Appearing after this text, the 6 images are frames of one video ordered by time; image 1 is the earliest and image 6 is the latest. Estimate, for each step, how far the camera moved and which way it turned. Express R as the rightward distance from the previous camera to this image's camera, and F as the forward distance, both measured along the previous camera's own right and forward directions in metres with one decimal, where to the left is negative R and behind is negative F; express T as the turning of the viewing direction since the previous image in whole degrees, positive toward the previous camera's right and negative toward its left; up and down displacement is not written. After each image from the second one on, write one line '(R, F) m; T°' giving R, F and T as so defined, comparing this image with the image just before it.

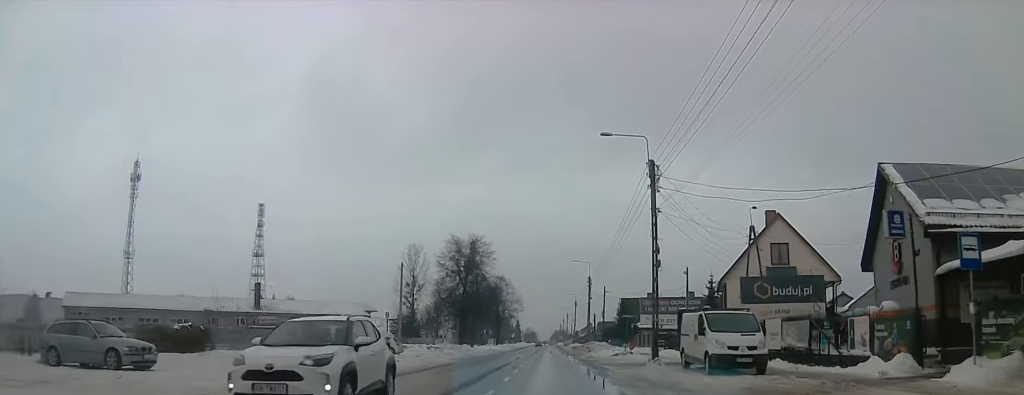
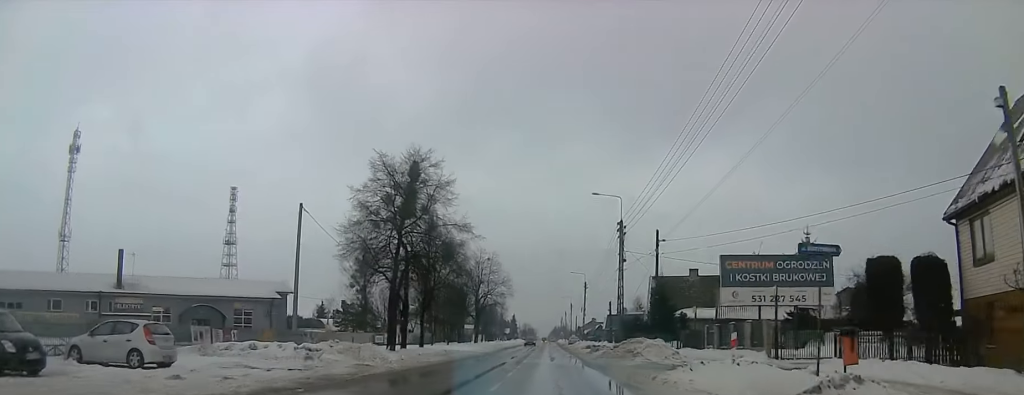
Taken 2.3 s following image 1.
(0.0, +32.9) m; 0°
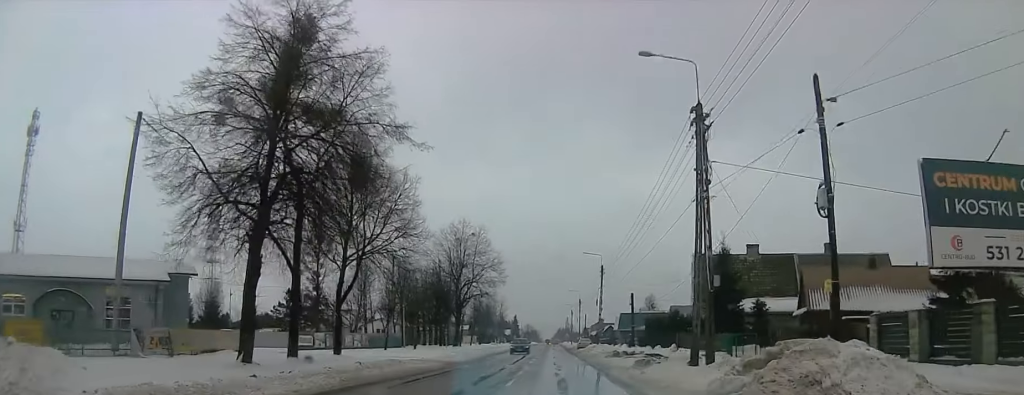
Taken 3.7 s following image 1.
(0.0, +21.1) m; 0°
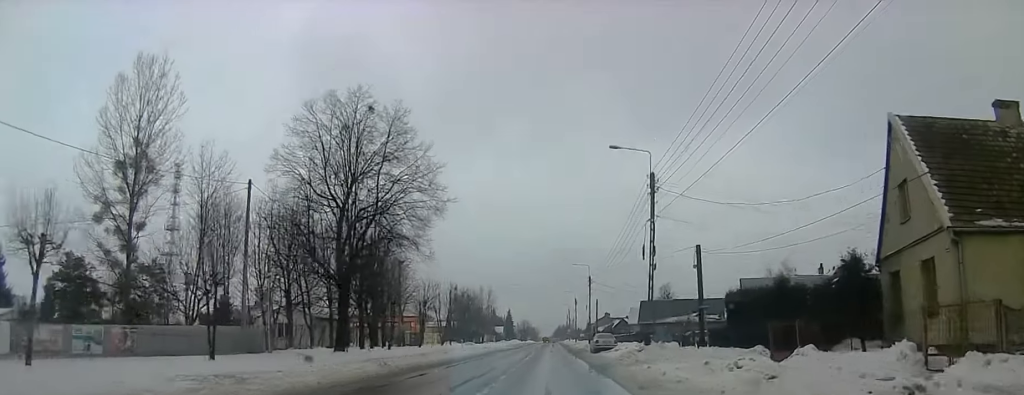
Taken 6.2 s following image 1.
(-0.5, +35.1) m; -1°
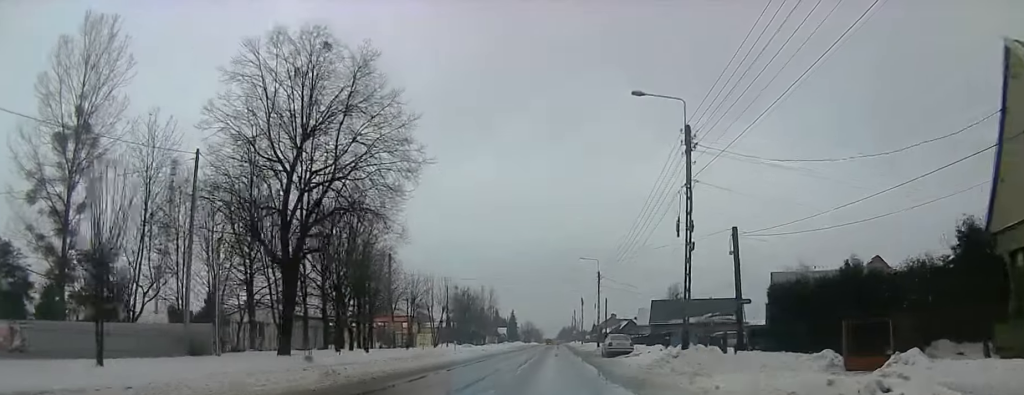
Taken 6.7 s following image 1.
(+0.3, +7.0) m; 0°
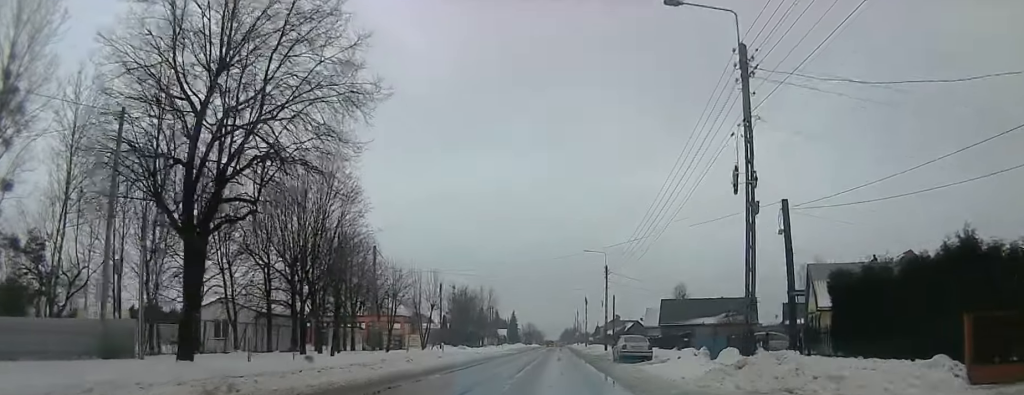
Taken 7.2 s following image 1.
(-0.5, +7.0) m; 0°
